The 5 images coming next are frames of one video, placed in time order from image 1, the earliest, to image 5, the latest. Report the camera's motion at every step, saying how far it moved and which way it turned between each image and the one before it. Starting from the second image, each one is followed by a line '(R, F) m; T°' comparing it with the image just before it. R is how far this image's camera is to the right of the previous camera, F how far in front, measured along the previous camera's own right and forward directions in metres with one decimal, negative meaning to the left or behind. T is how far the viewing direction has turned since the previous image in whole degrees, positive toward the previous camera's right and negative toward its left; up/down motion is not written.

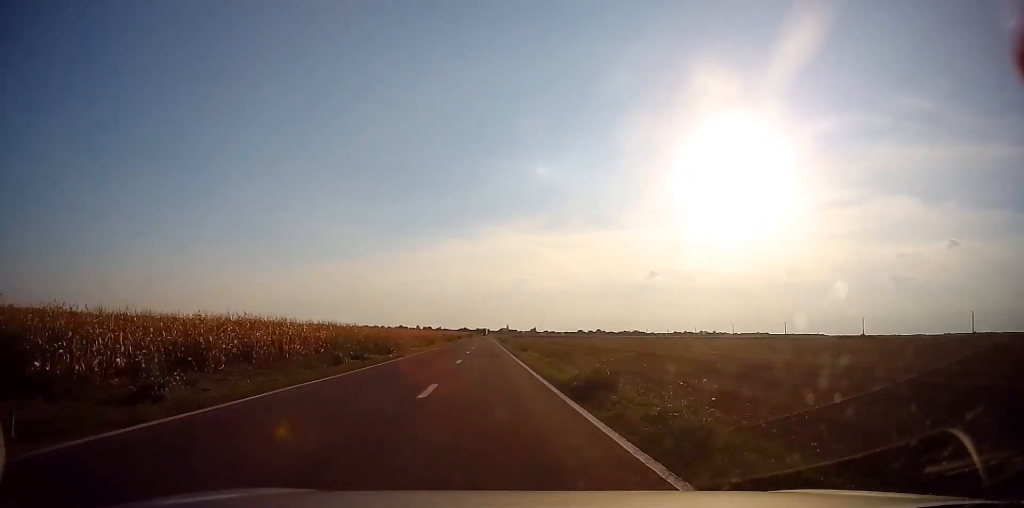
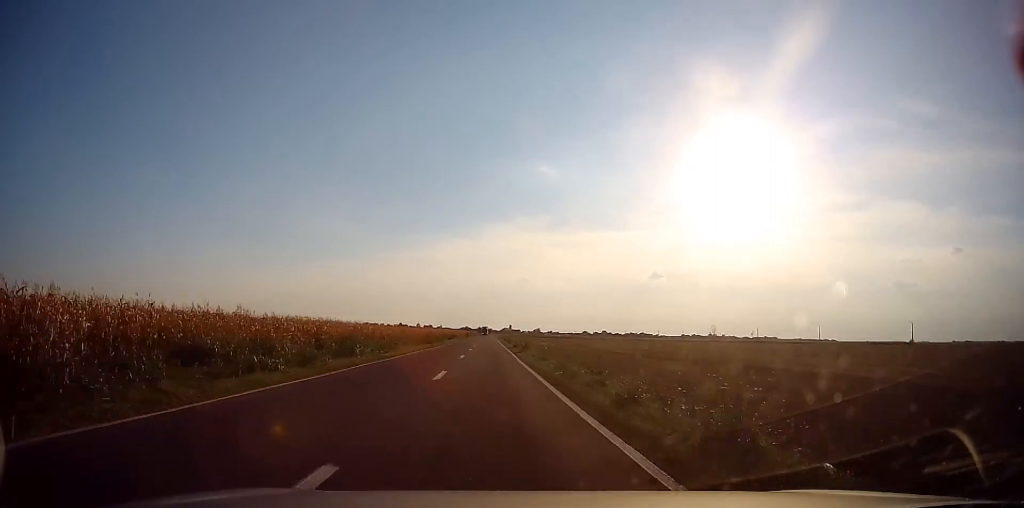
(-0.1, +32.6) m; -1°
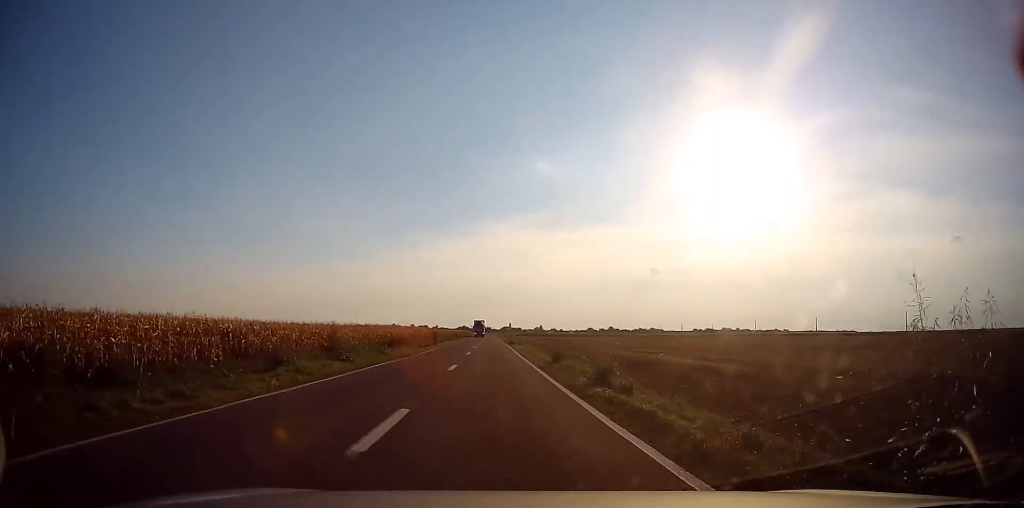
(+0.6, +68.2) m; +1°
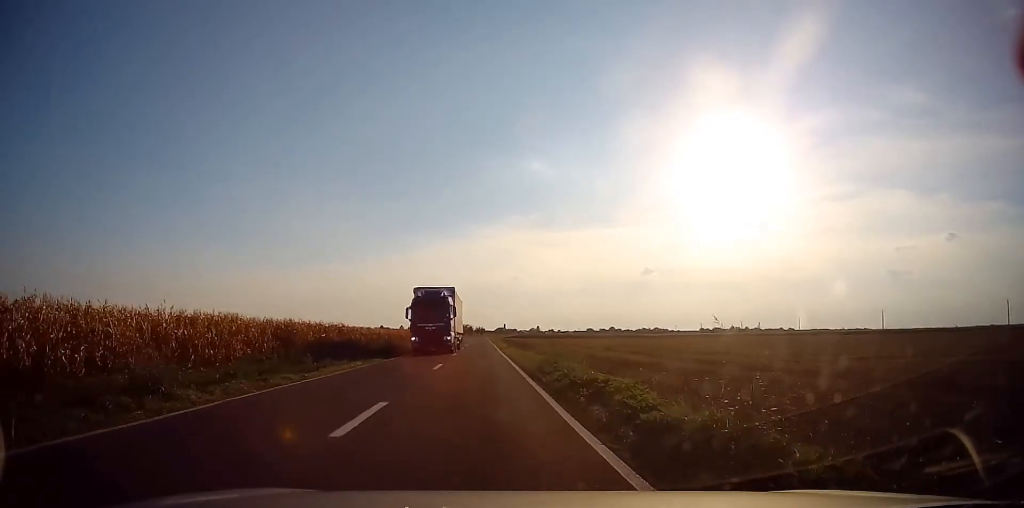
(-0.2, +59.8) m; -1°
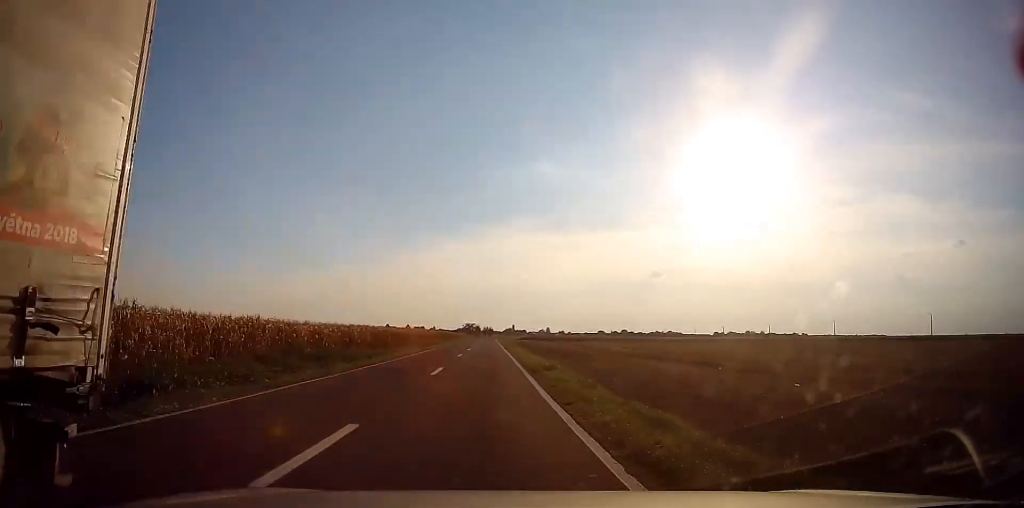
(-0.2, +26.2) m; 0°
